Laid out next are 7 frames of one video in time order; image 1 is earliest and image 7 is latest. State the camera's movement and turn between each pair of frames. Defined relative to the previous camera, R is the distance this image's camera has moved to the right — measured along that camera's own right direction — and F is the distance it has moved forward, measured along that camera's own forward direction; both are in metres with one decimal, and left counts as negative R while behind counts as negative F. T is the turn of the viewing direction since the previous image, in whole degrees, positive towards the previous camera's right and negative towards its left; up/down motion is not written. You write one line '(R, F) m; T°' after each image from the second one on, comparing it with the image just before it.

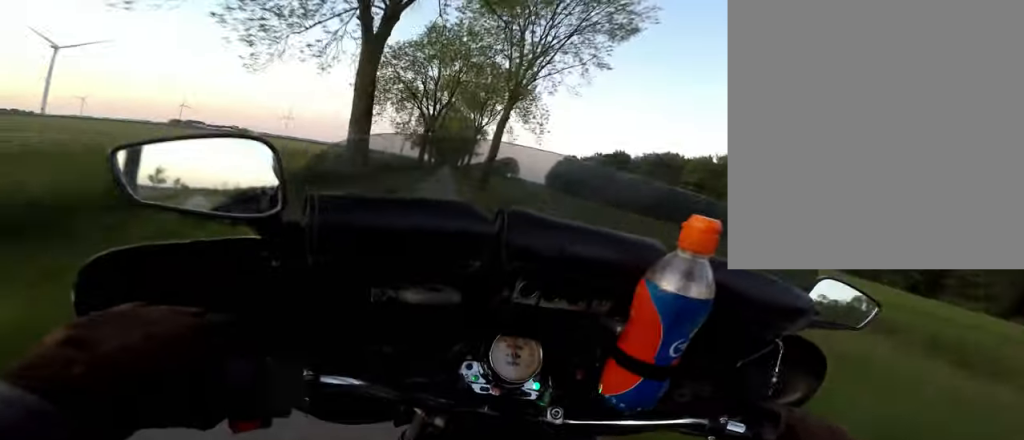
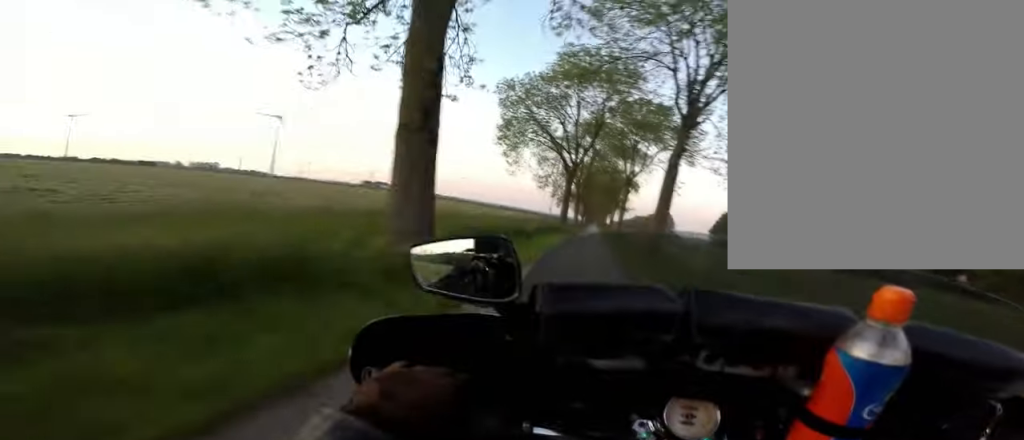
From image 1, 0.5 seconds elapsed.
(-0.6, +7.3) m; -1°
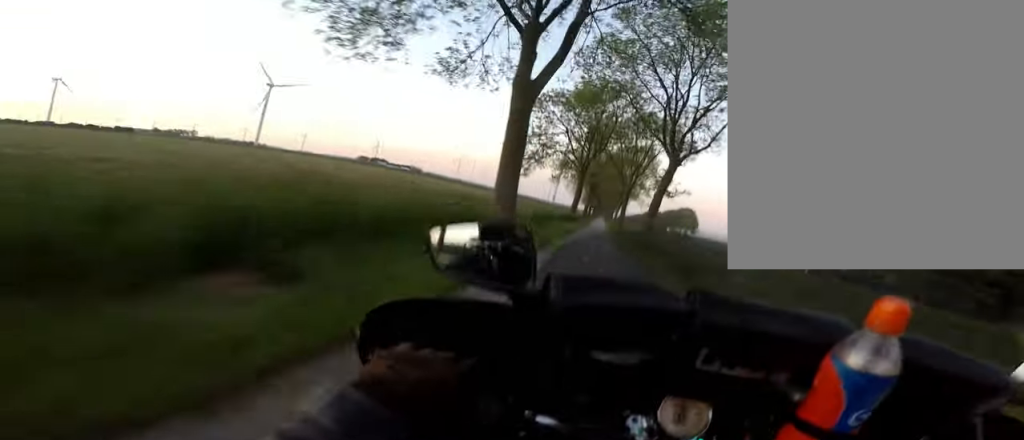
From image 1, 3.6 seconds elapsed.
(+1.6, +43.6) m; +3°
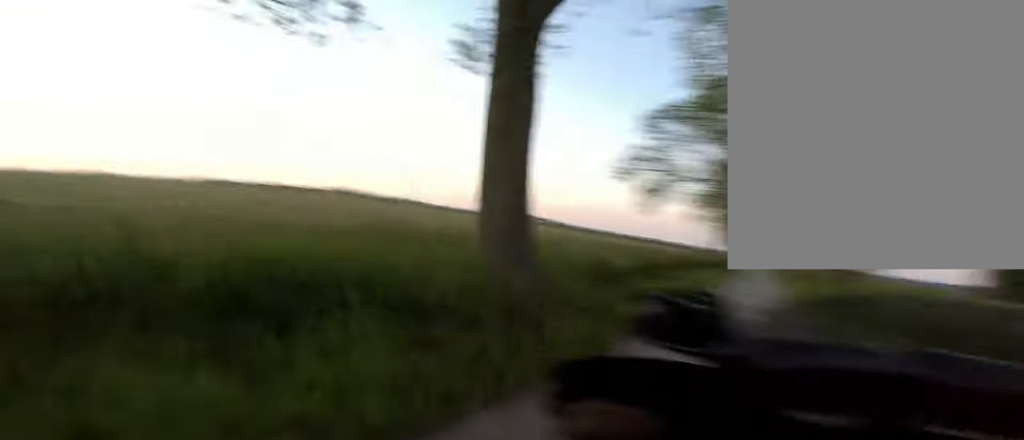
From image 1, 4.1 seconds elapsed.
(0.0, +5.9) m; -1°
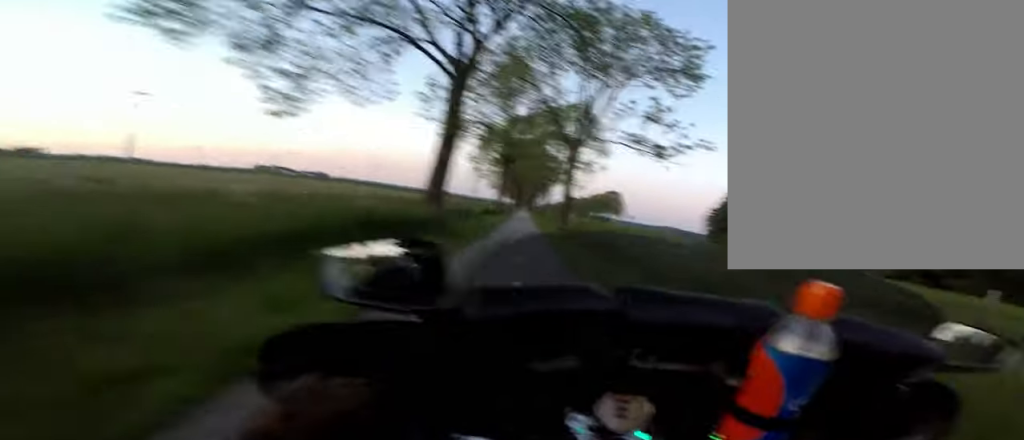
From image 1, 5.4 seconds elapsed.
(-0.5, +16.8) m; -1°
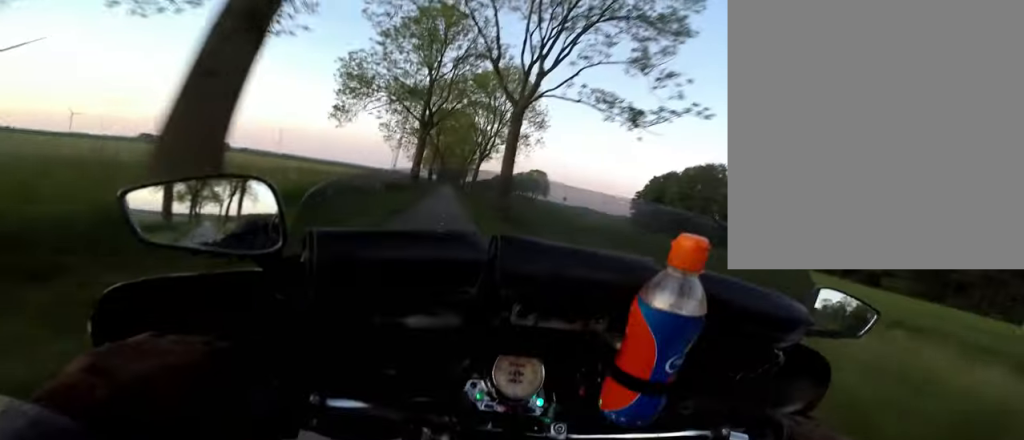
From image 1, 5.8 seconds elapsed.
(+0.5, +6.0) m; 0°
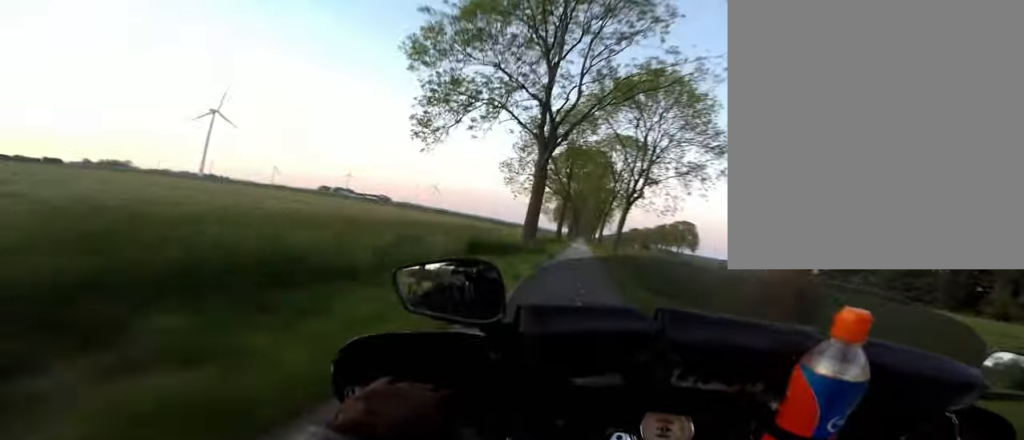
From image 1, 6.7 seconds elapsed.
(-0.9, +11.2) m; 0°
